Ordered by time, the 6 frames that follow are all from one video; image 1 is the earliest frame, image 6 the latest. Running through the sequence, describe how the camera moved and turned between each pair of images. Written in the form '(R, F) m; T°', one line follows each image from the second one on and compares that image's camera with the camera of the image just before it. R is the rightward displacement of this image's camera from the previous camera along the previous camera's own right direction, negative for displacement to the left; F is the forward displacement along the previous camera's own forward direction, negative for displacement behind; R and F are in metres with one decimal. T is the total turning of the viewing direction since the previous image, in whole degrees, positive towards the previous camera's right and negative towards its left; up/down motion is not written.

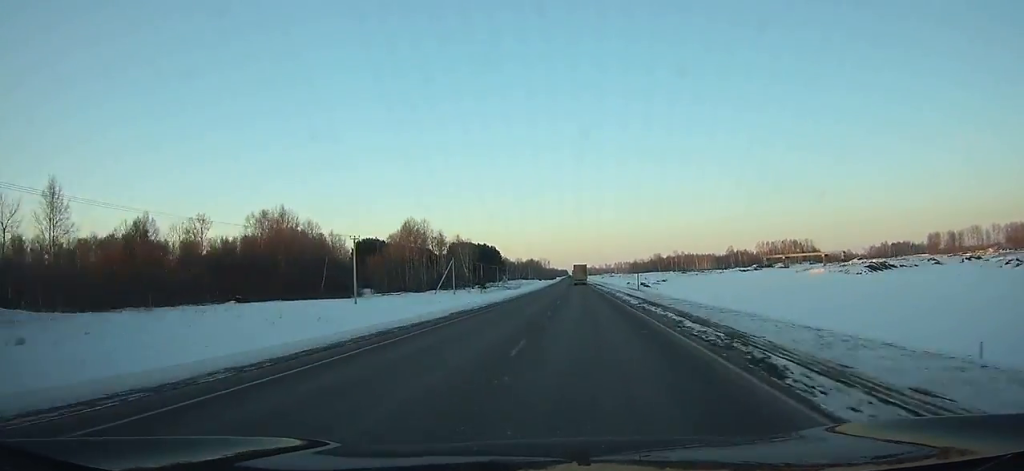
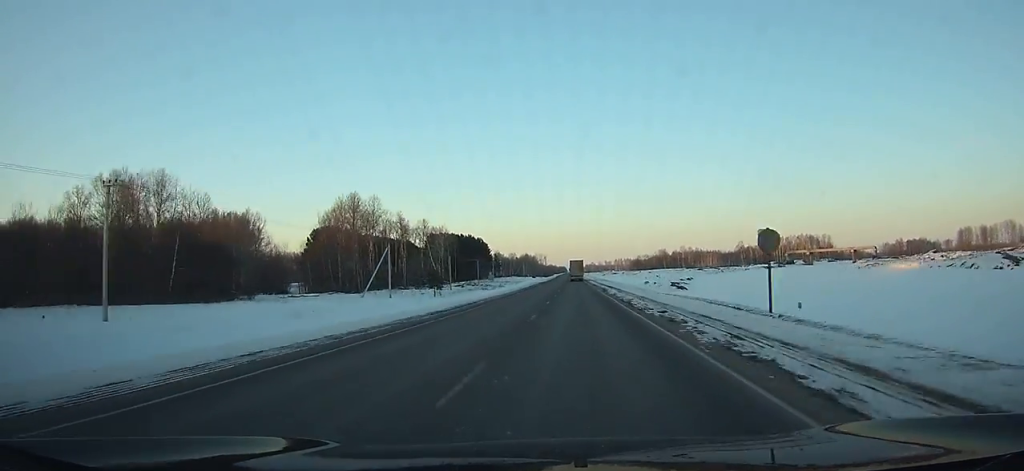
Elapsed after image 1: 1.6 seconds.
(-0.1, +39.9) m; 0°
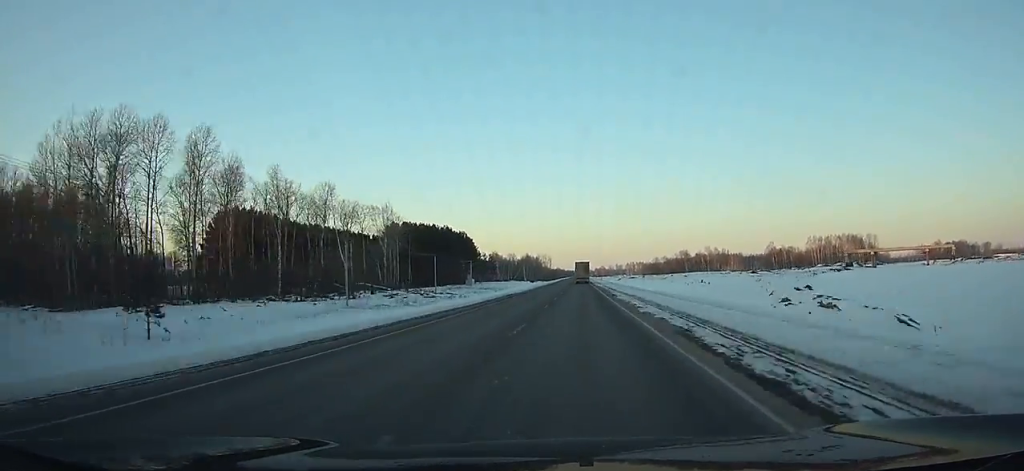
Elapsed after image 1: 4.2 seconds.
(-0.1, +64.8) m; 0°
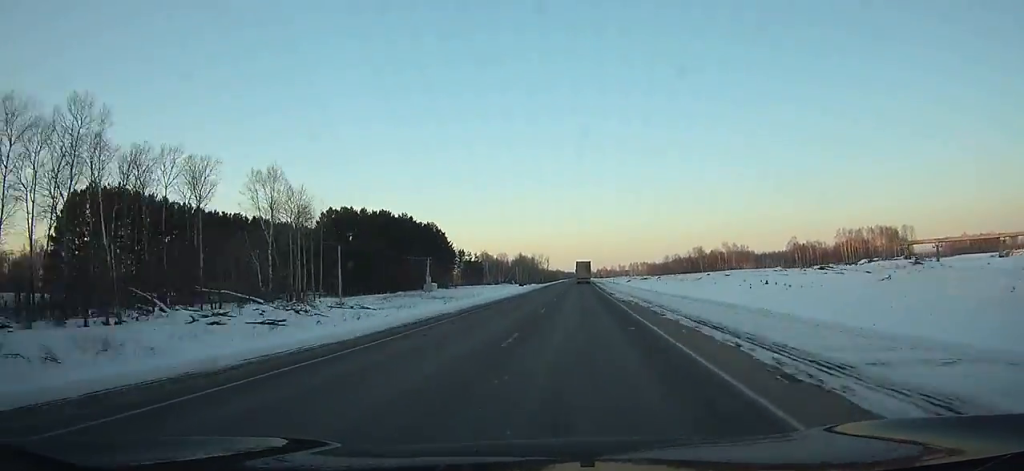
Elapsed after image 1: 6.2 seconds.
(-0.3, +49.8) m; 0°
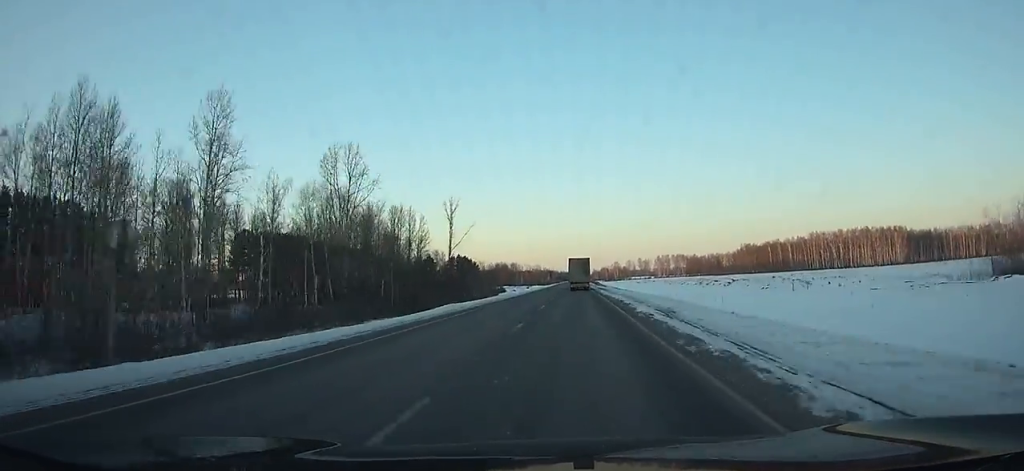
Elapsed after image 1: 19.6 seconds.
(-1.2, +330.5) m; 0°
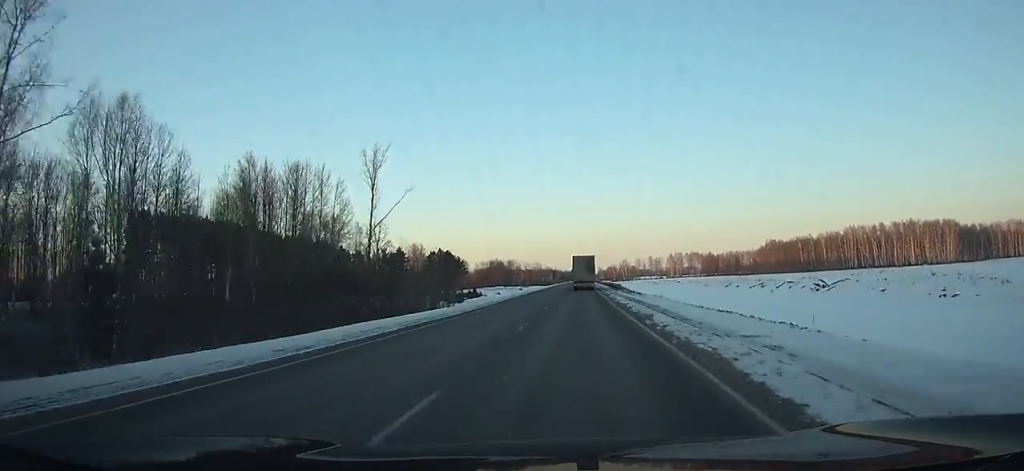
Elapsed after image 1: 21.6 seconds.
(0.0, +48.3) m; 0°
